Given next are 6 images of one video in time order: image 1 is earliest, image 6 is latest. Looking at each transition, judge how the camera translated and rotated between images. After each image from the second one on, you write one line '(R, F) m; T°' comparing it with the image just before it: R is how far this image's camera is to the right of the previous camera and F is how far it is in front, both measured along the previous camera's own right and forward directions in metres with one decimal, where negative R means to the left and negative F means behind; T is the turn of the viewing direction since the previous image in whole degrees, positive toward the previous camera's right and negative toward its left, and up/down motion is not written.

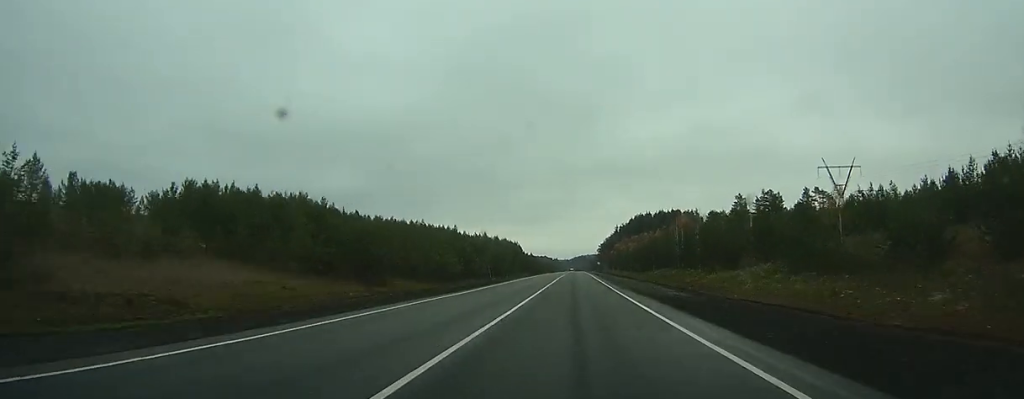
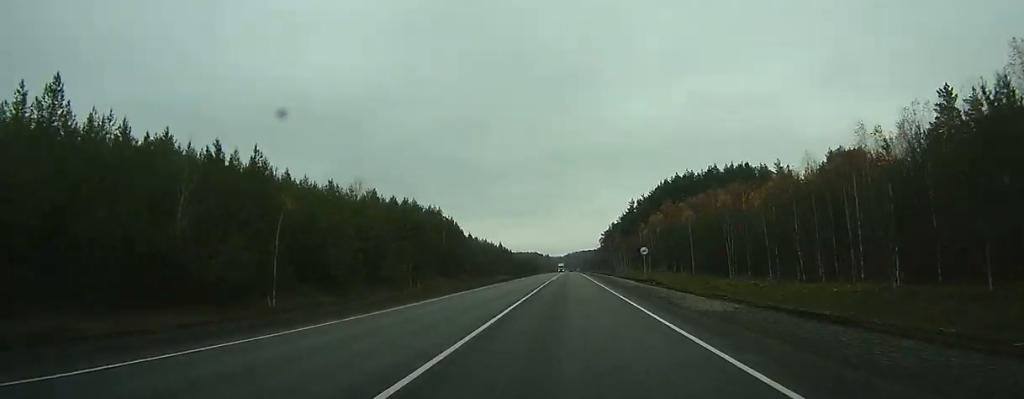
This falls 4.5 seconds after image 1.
(+0.3, +135.2) m; 0°
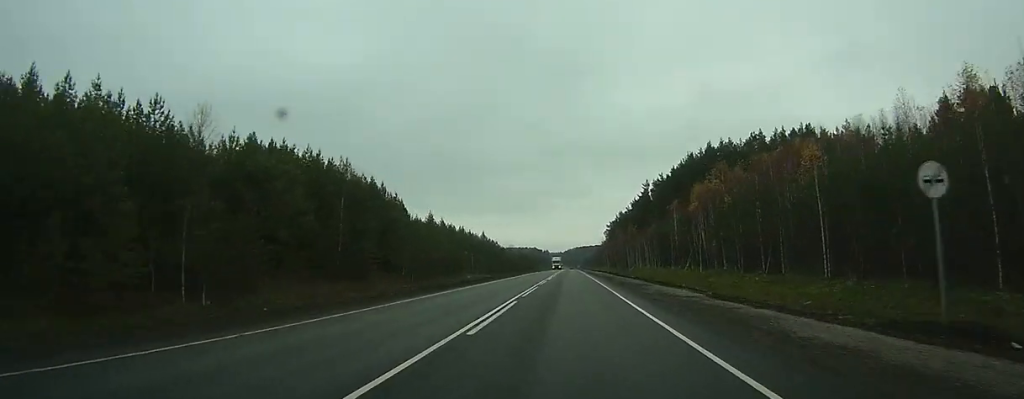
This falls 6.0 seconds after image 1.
(0.0, +47.1) m; 0°
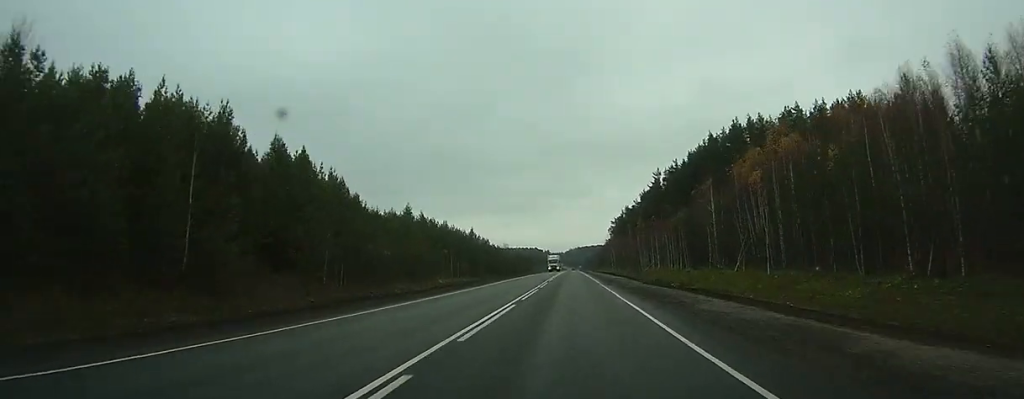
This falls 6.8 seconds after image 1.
(0.0, +24.7) m; 0°
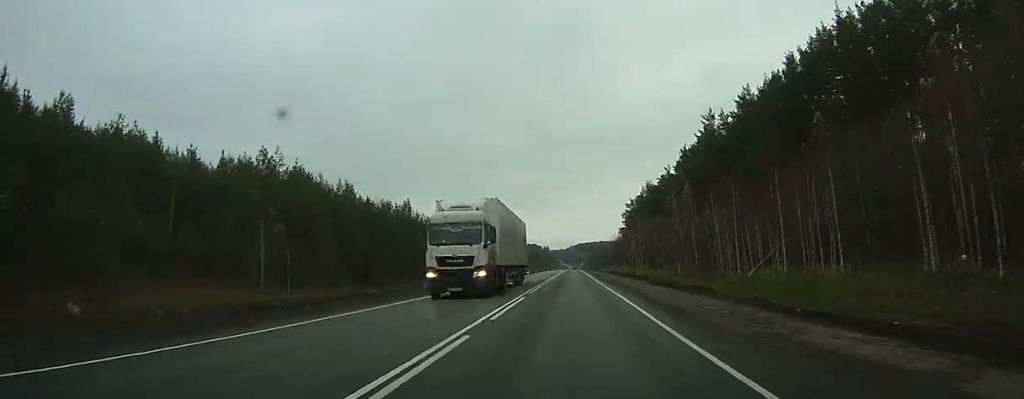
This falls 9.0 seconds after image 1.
(-0.2, +68.0) m; 0°
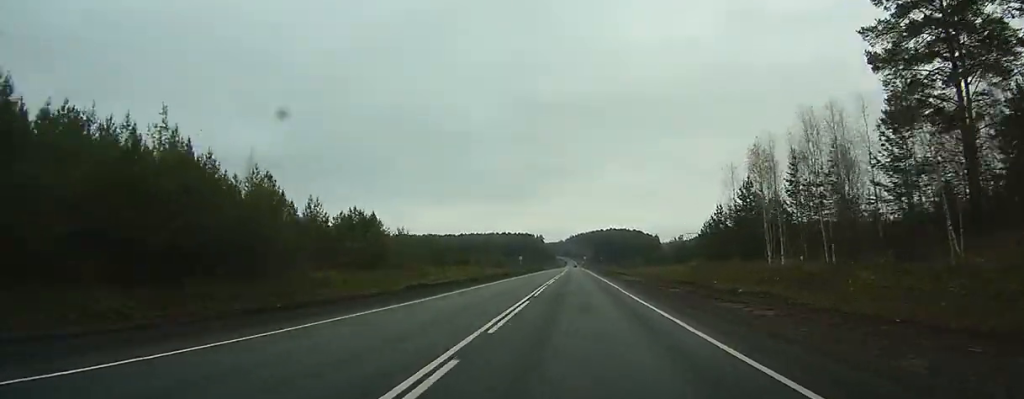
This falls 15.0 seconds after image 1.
(+1.0, +183.0) m; +1°
